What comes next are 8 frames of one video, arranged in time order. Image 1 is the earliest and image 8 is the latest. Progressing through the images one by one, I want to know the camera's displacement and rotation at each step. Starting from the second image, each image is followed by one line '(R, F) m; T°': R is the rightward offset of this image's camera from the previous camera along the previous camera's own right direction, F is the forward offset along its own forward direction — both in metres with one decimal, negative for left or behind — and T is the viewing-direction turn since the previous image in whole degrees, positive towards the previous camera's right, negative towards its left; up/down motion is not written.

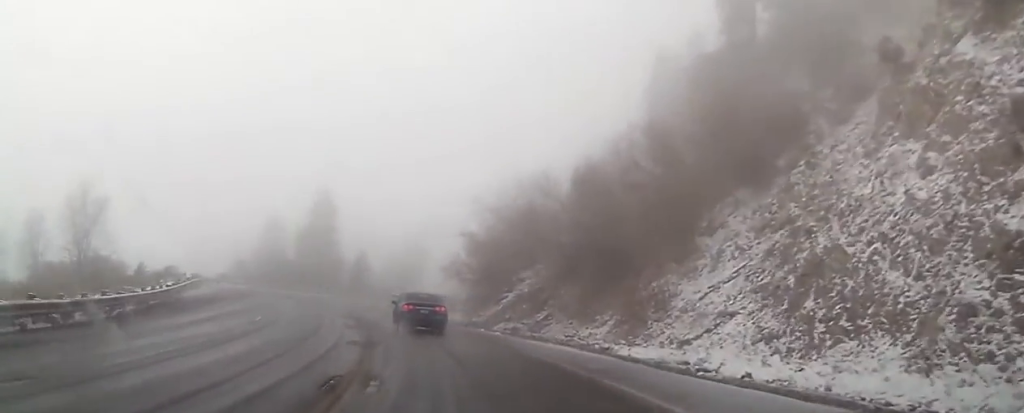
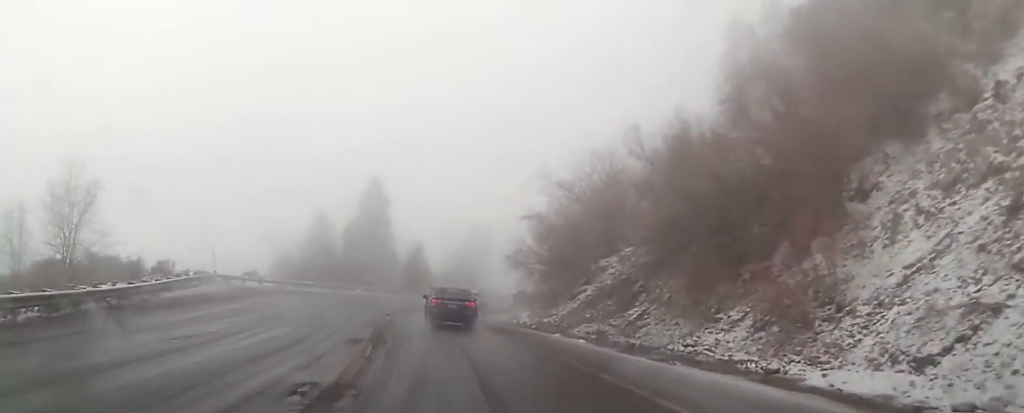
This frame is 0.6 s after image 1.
(0.0, +8.8) m; -1°
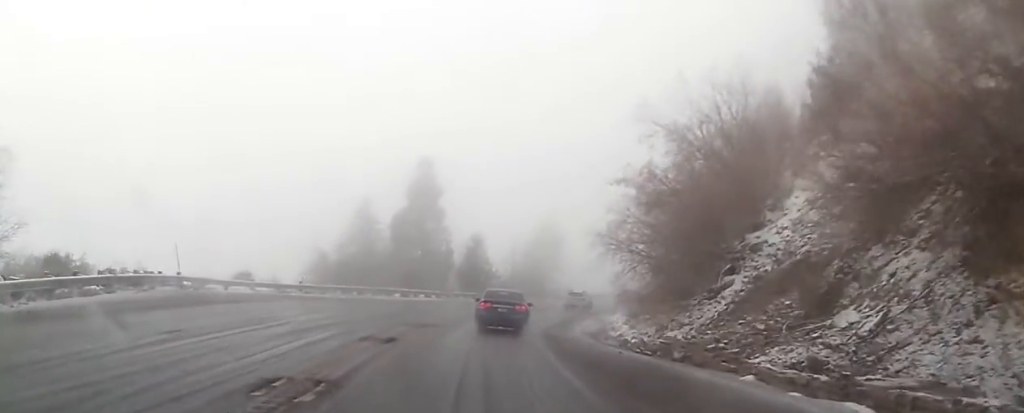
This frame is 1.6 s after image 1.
(-0.1, +15.1) m; -1°
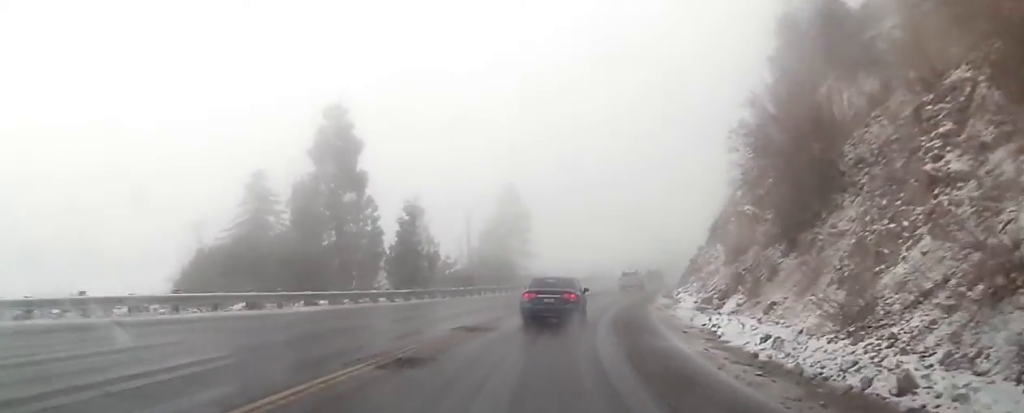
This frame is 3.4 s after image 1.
(0.0, +26.9) m; +1°
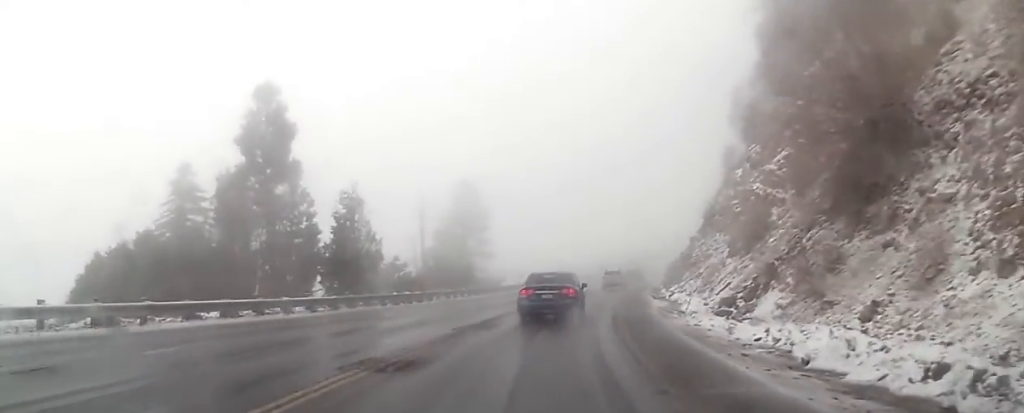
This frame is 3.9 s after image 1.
(0.0, +7.9) m; +1°
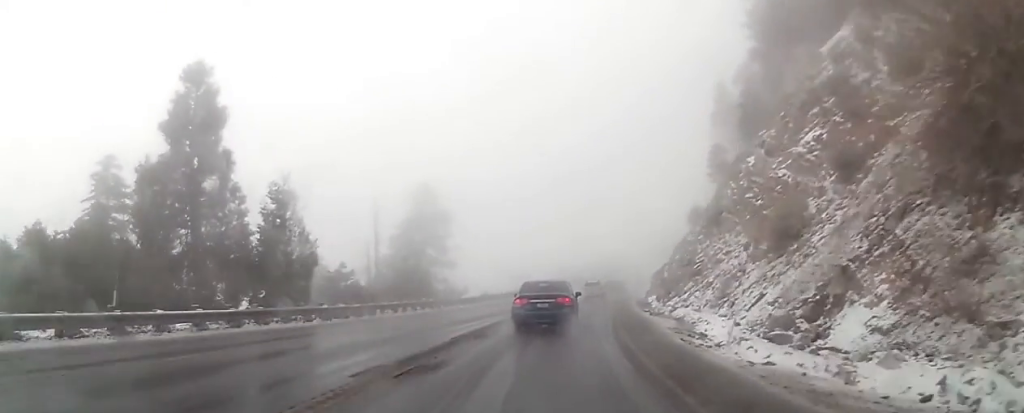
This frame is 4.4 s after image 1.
(+0.1, +7.2) m; +1°
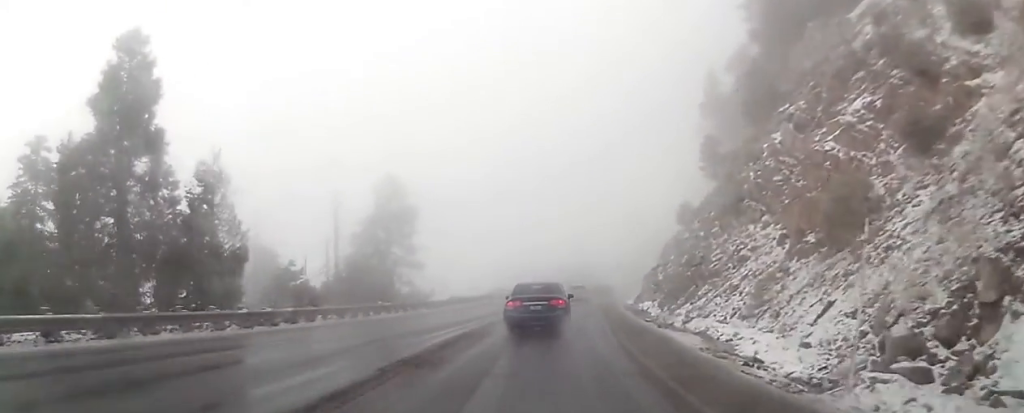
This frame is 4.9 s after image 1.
(0.0, +6.1) m; 0°
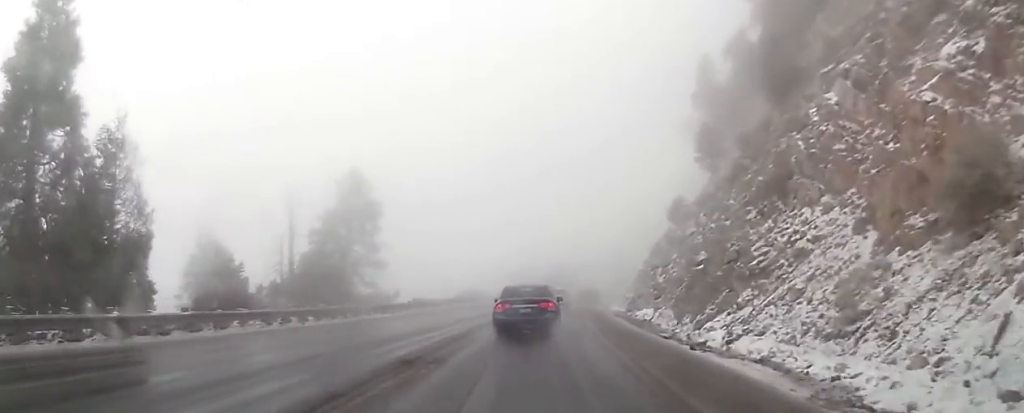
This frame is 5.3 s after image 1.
(0.0, +6.4) m; 0°
